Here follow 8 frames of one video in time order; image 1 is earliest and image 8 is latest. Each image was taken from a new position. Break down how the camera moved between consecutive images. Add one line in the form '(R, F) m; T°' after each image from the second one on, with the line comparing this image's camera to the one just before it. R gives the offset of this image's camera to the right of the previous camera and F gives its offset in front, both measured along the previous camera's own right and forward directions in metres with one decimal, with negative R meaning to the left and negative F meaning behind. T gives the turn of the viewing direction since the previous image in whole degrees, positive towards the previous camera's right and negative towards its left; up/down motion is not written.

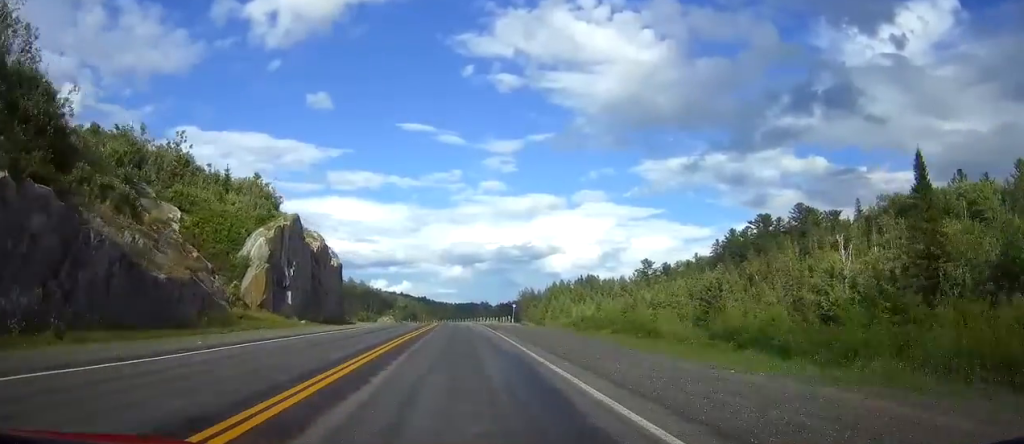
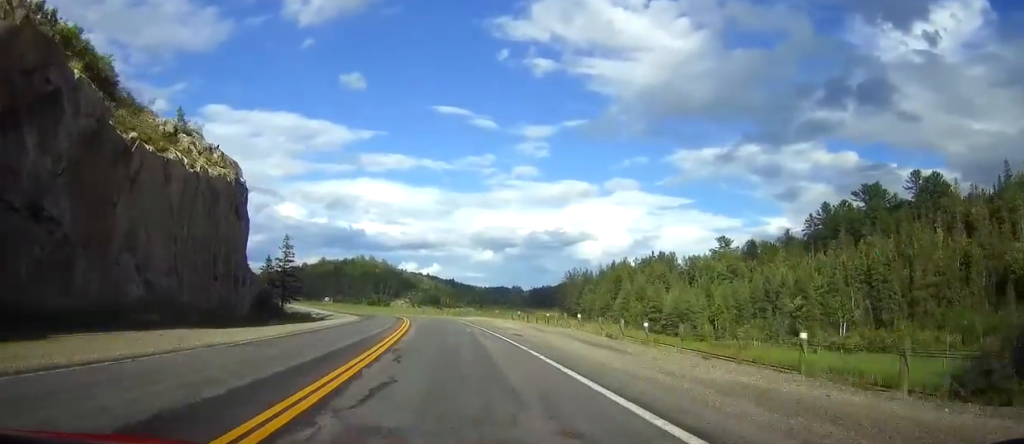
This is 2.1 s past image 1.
(-0.5, +68.0) m; -3°
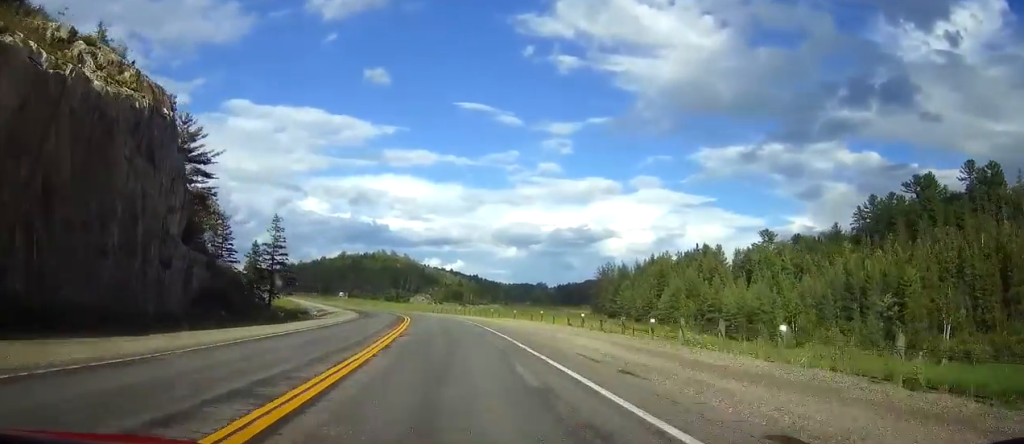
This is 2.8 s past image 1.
(-0.5, +20.2) m; -2°
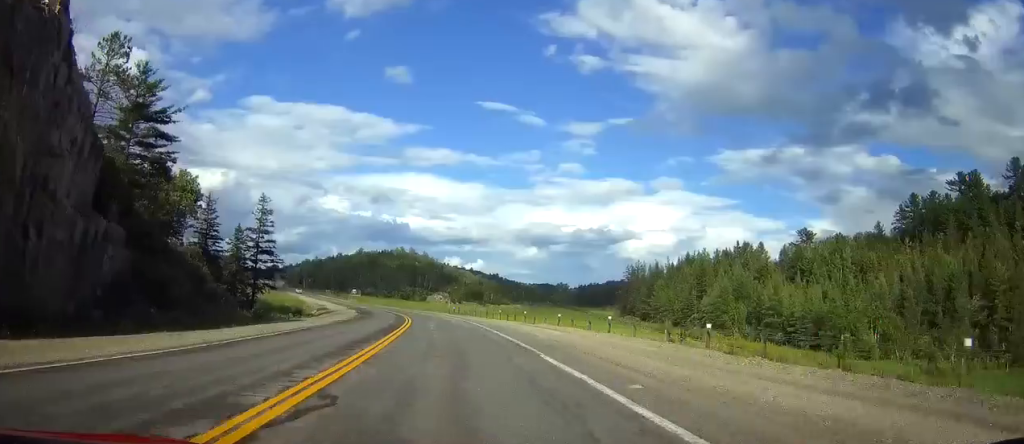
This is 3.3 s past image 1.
(-0.3, +15.8) m; -2°
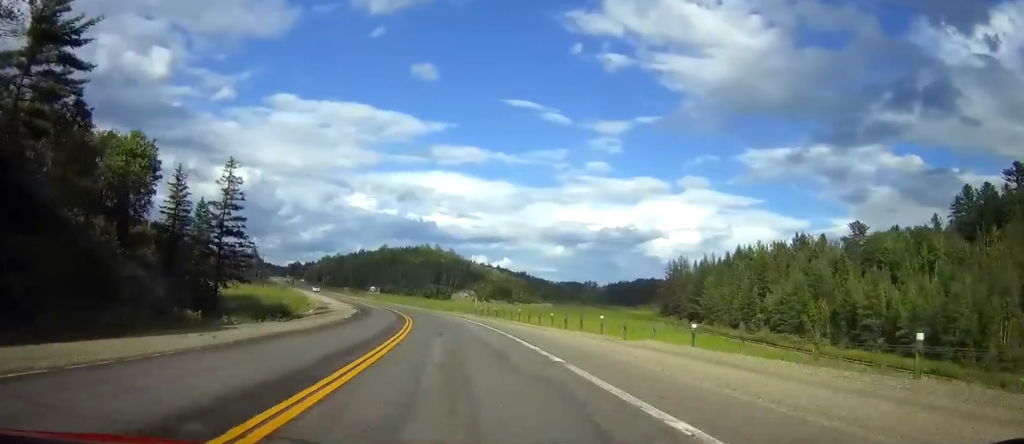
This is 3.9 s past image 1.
(-0.3, +20.1) m; -2°
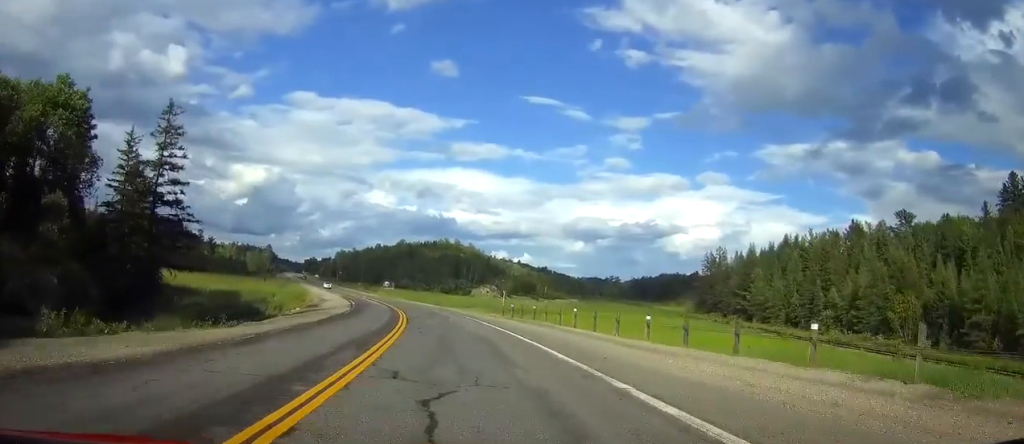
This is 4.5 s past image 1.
(-0.4, +17.7) m; -2°
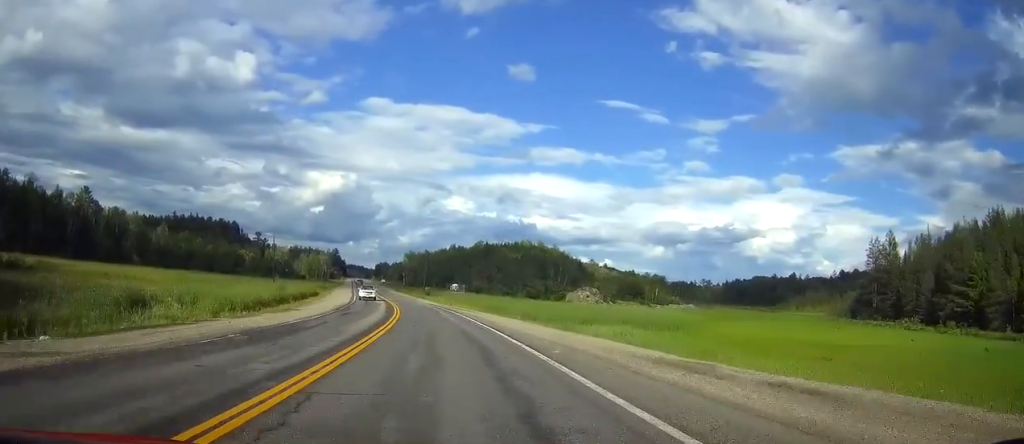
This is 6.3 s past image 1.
(-3.1, +55.0) m; -7°
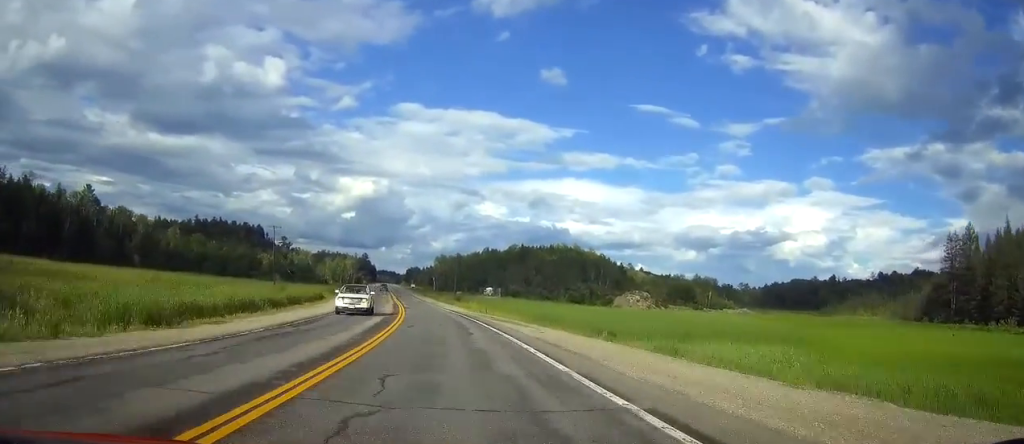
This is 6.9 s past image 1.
(-0.3, +20.0) m; -3°
